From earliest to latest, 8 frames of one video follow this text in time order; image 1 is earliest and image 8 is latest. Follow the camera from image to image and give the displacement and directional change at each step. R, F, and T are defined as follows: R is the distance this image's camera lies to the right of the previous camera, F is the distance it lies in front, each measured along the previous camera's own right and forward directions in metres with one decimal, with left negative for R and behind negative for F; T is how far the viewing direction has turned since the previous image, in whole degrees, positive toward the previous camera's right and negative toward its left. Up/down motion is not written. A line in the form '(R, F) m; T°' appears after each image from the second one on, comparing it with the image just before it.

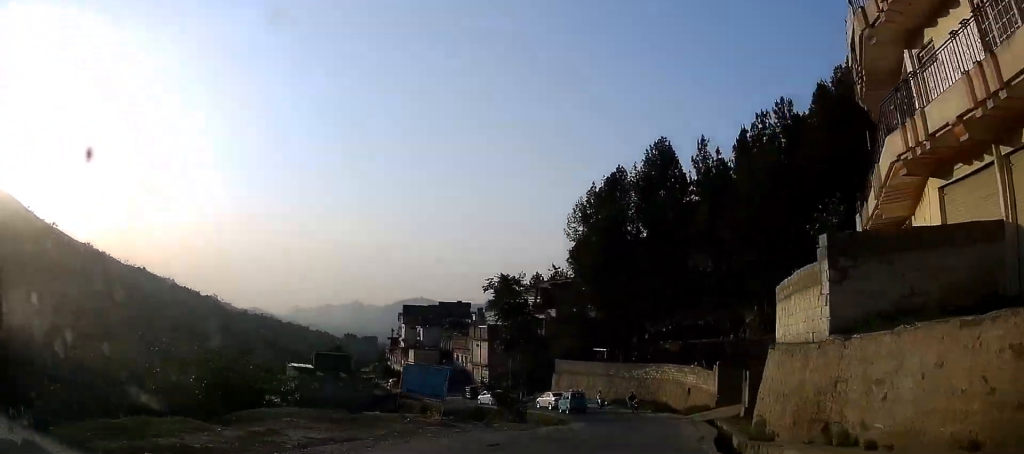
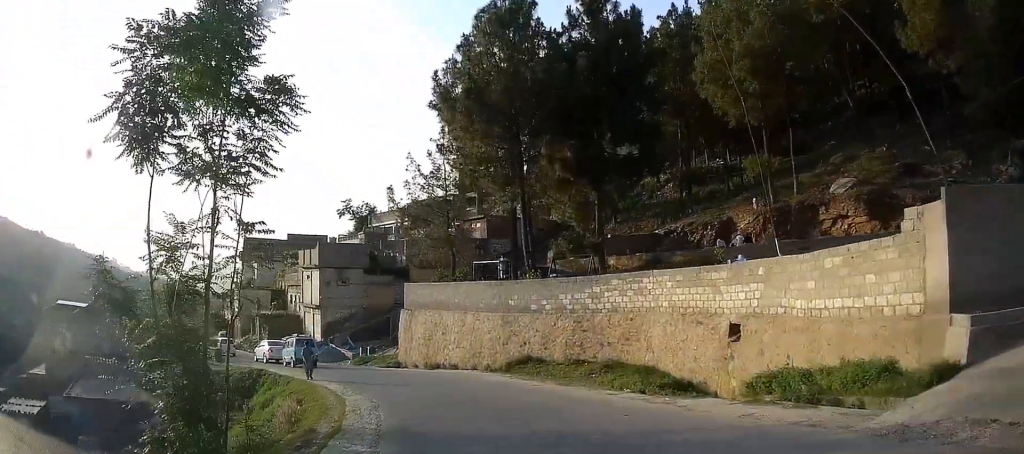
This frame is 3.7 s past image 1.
(+2.0, +29.1) m; +6°
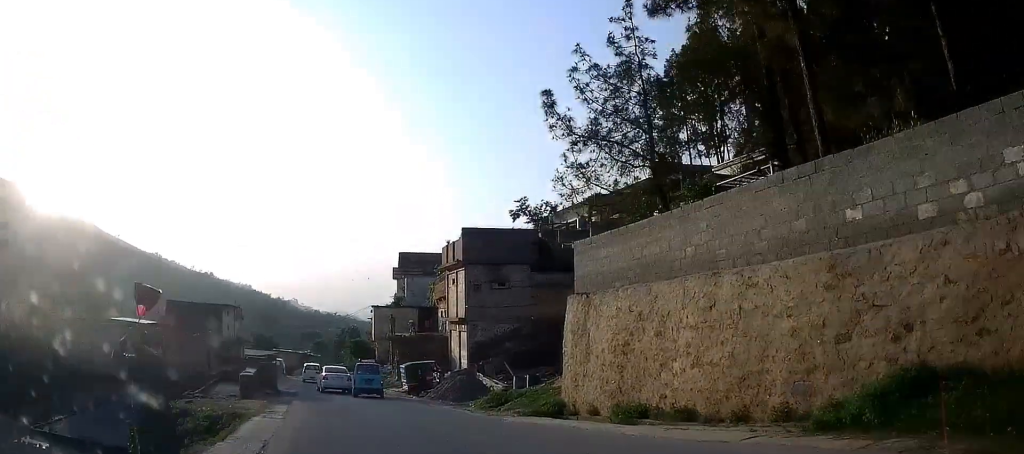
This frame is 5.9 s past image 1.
(-0.4, +16.5) m; -8°
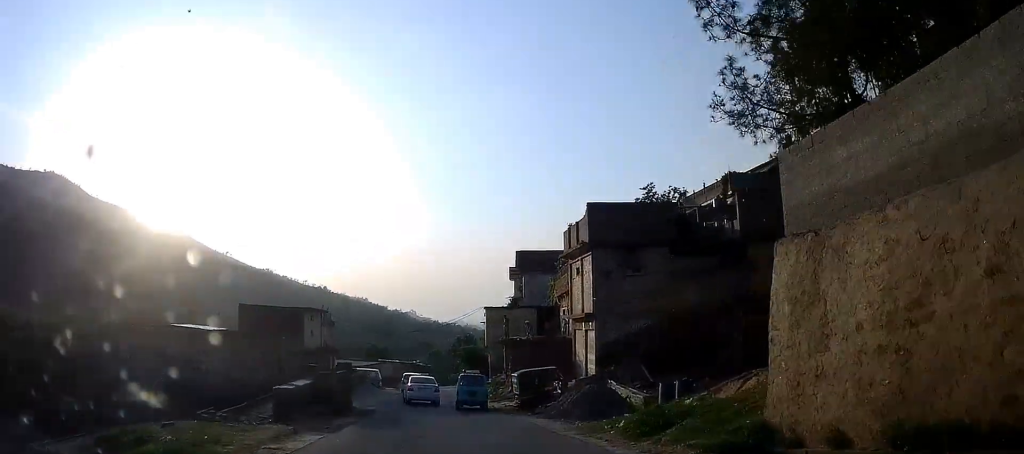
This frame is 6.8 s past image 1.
(+0.2, +6.9) m; -7°
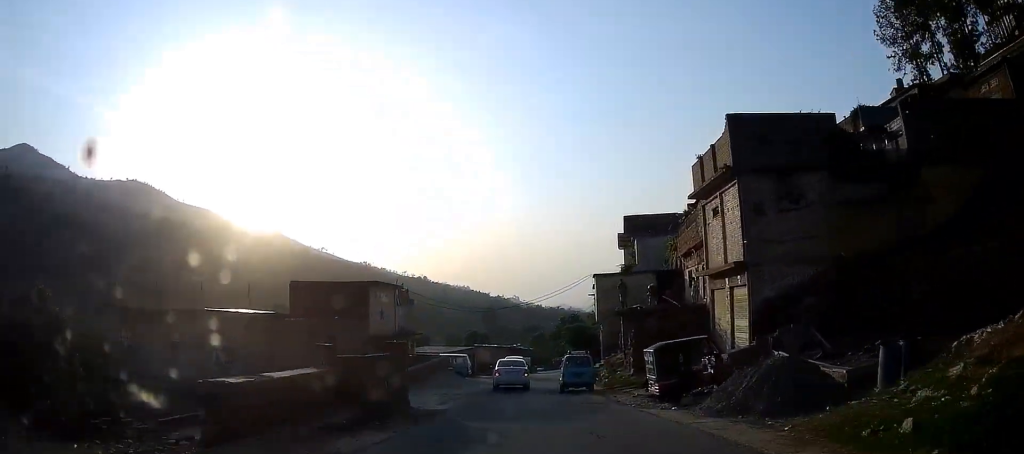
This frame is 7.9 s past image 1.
(-1.0, +8.0) m; -9°
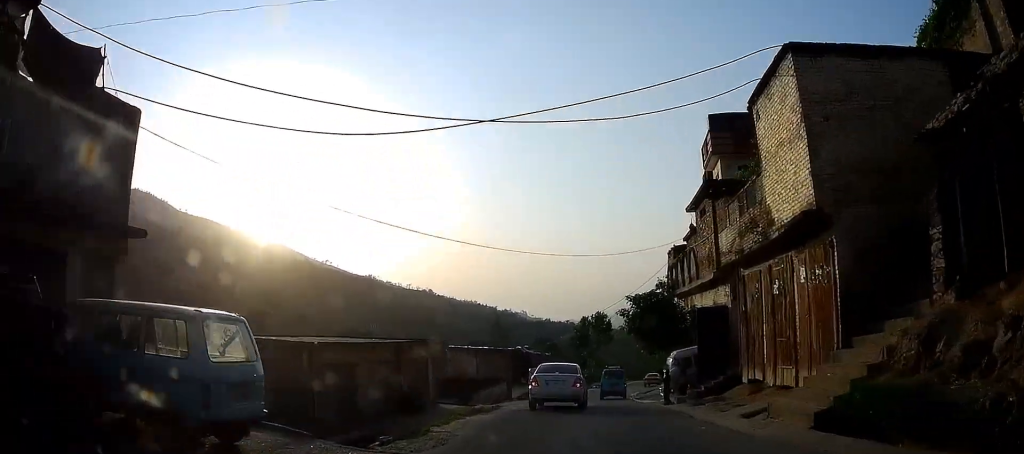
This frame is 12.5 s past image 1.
(-5.9, +30.4) m; -12°
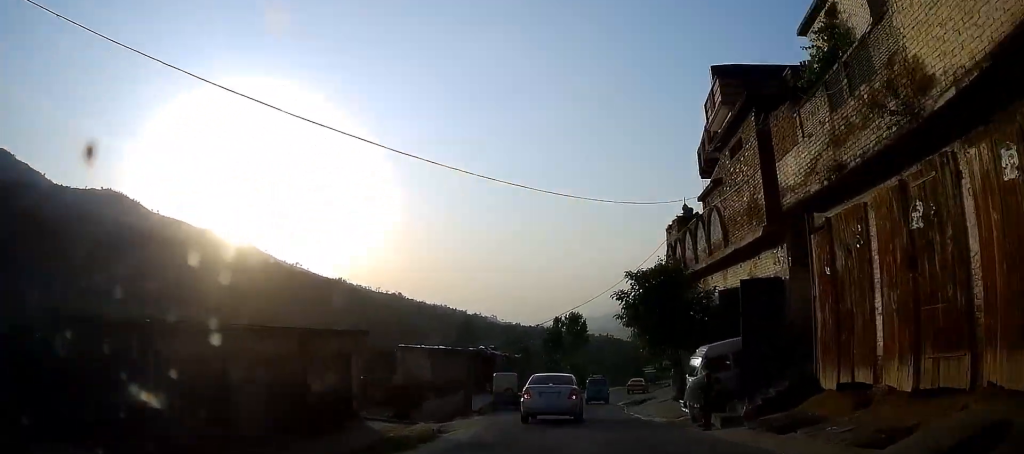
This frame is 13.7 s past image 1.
(0.0, +7.5) m; +1°
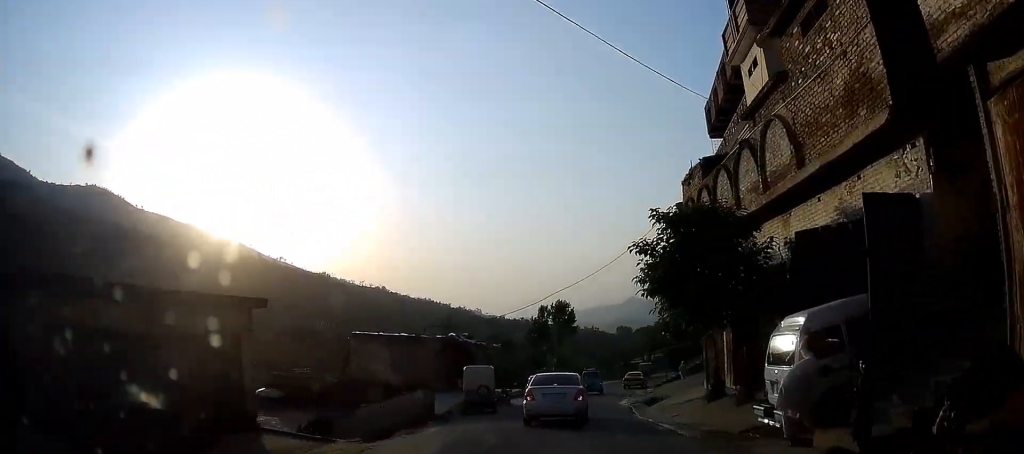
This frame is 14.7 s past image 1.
(+0.1, +6.4) m; +2°
